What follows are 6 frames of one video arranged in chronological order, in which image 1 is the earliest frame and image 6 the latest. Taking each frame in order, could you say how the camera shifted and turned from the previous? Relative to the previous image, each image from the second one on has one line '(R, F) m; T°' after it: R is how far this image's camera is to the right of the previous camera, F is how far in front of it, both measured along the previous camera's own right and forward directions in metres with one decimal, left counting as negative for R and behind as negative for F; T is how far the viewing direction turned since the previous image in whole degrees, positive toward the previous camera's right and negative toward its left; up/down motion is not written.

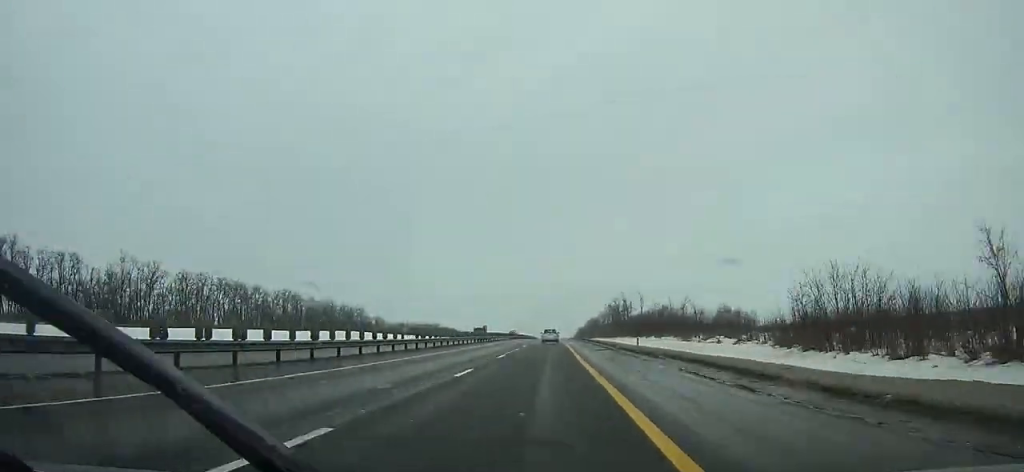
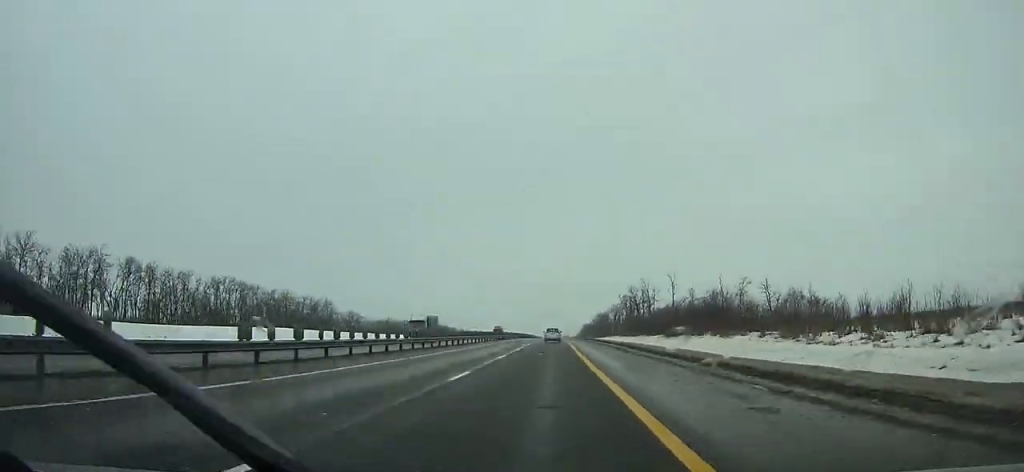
(0.0, +38.7) m; 0°
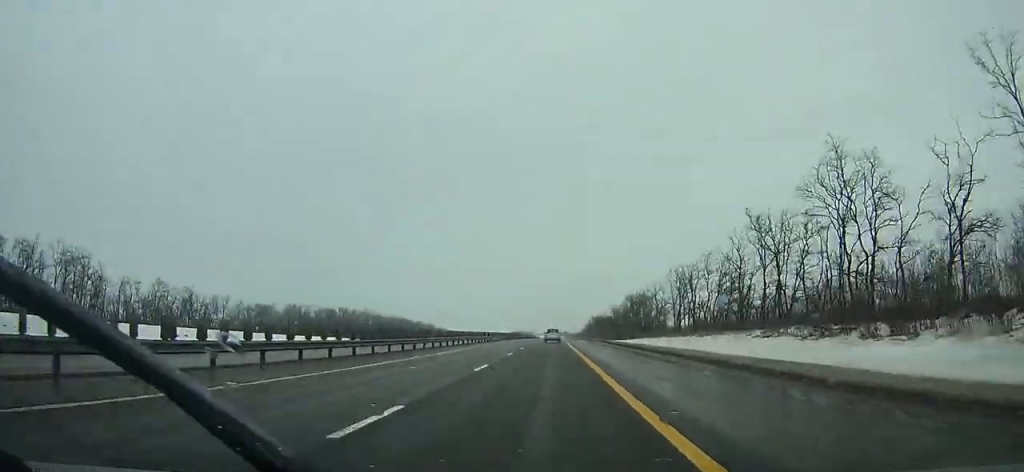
(-0.2, +116.1) m; 0°
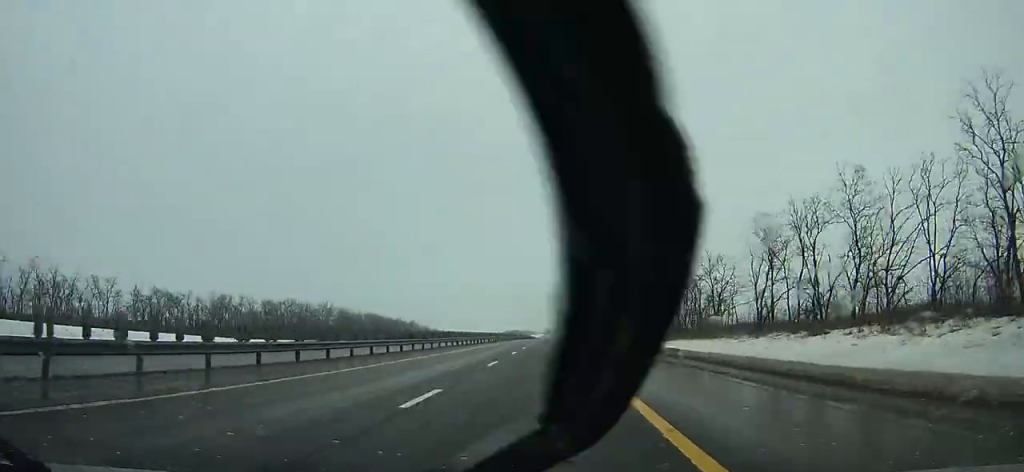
(0.0, +44.3) m; 0°
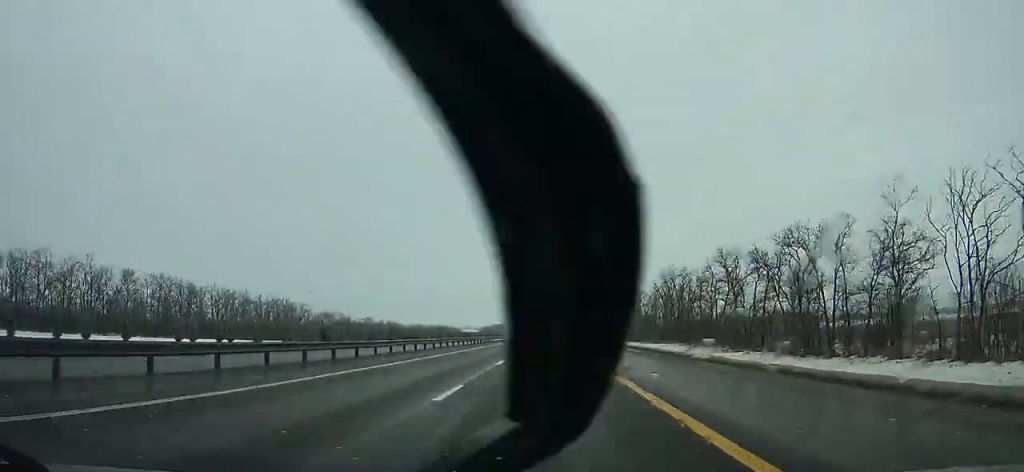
(+0.7, +155.9) m; 0°
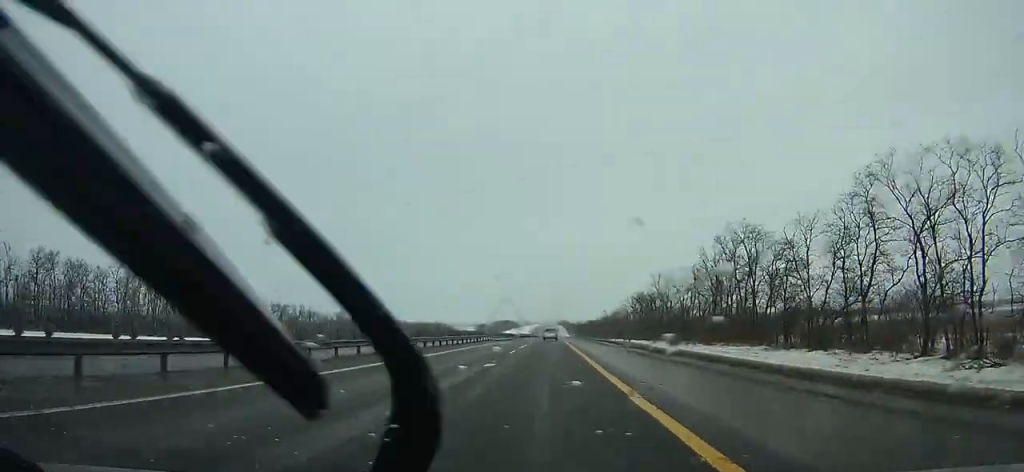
(+0.1, +36.5) m; 0°
